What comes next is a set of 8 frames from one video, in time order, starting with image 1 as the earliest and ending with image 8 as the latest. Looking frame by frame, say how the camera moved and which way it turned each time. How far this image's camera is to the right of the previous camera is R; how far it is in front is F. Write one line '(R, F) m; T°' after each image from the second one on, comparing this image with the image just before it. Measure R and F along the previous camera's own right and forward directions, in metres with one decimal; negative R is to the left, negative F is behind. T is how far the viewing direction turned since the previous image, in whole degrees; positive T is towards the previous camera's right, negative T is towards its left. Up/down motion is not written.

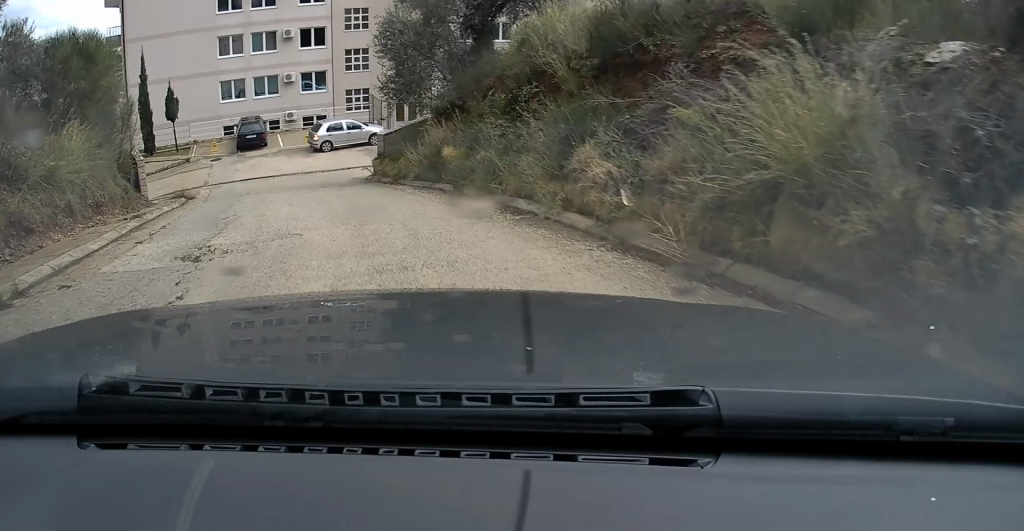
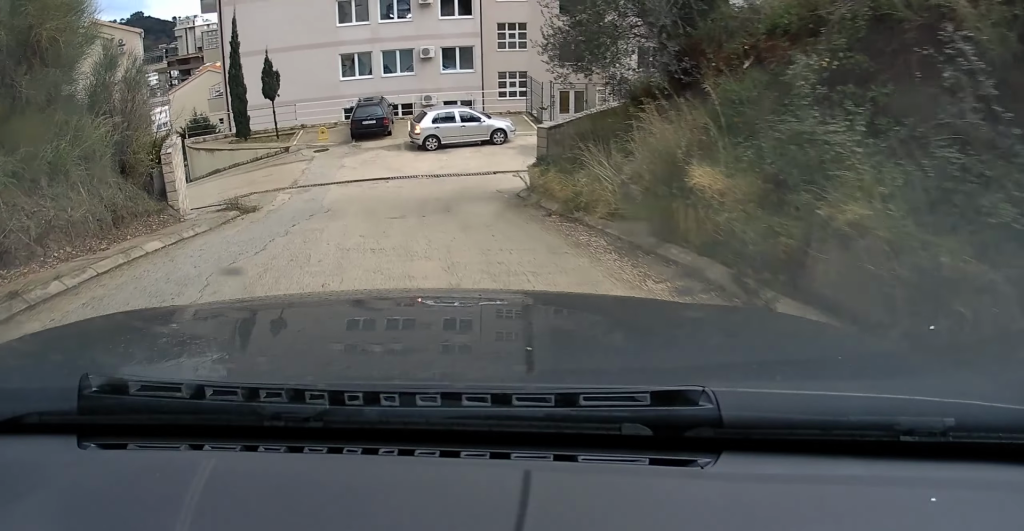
(-1.2, +8.0) m; -15°
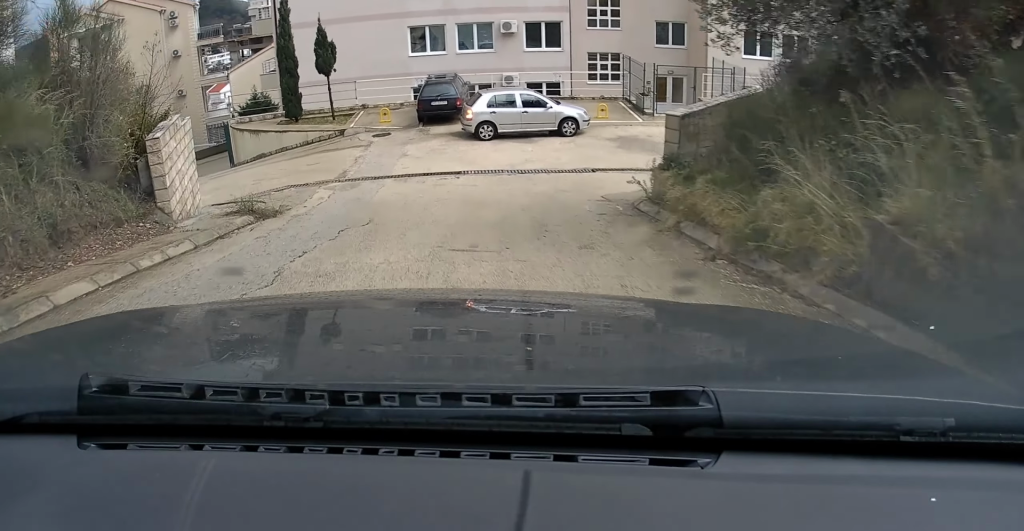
(-0.1, +4.2) m; -5°
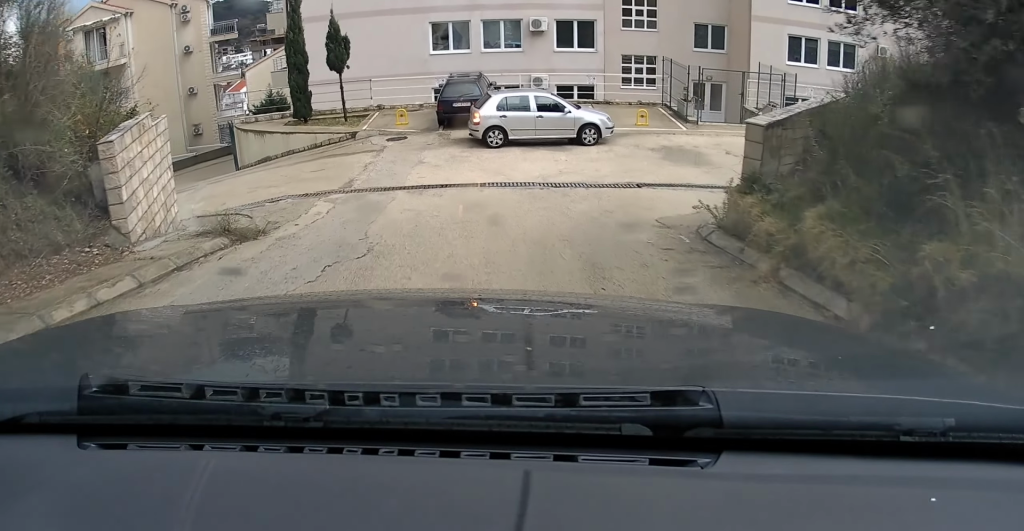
(-0.1, +2.3) m; -1°
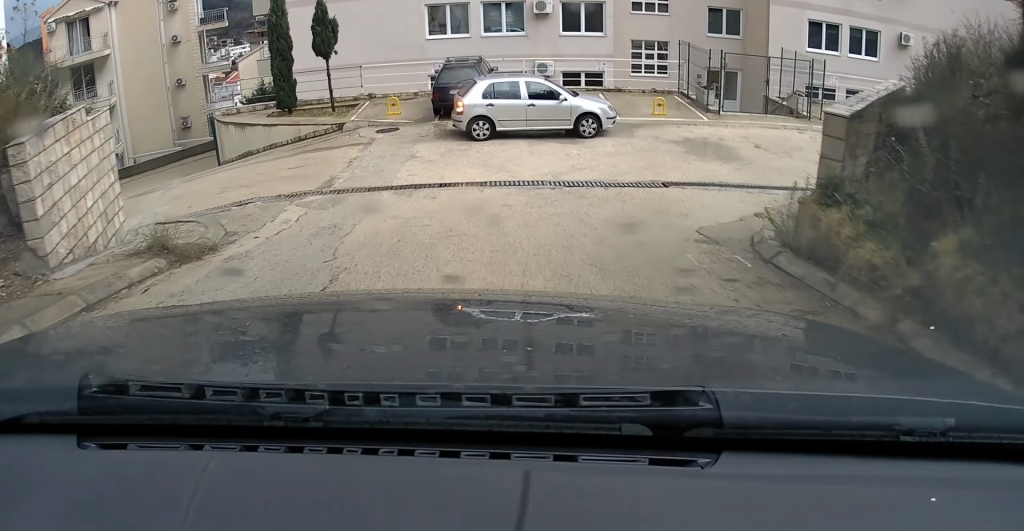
(-0.1, +2.1) m; -1°
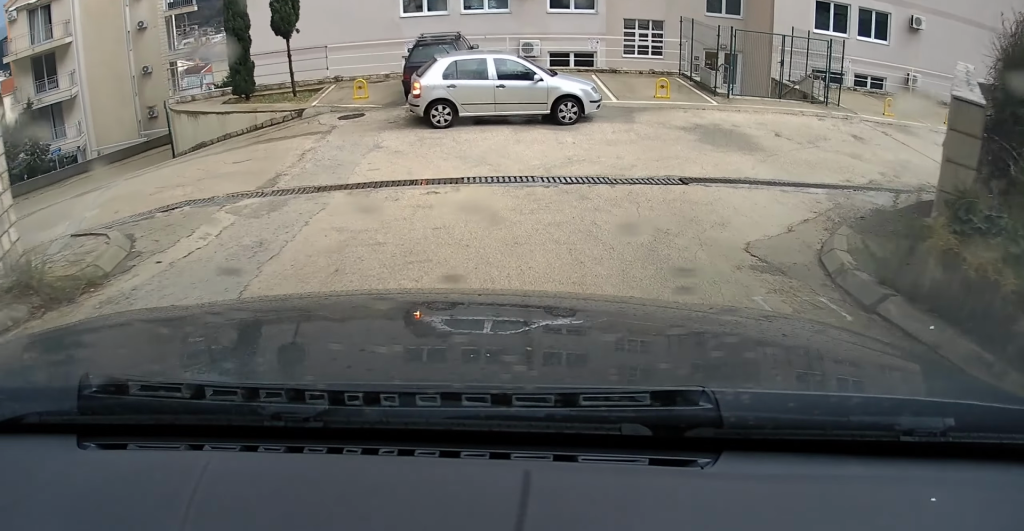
(0.0, +2.2) m; +3°
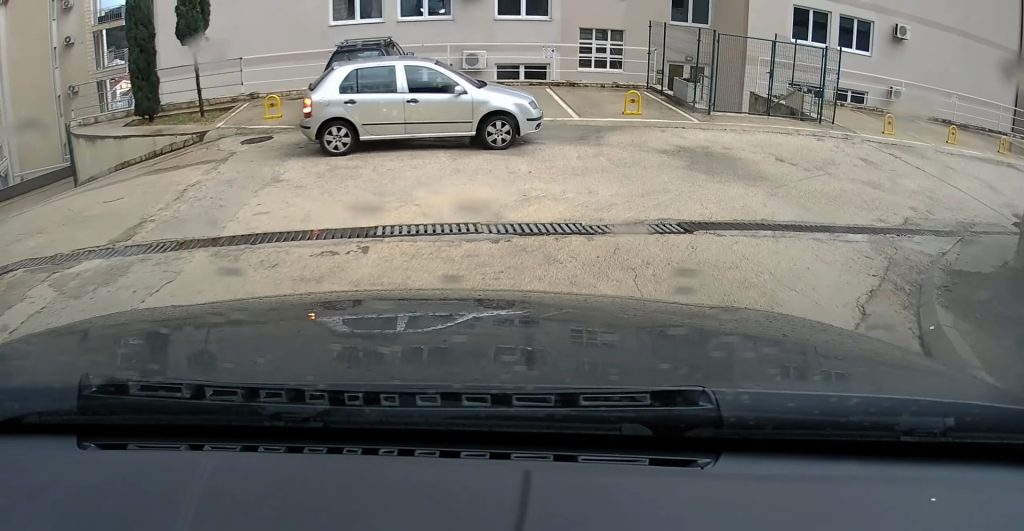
(+0.1, +2.9) m; +4°
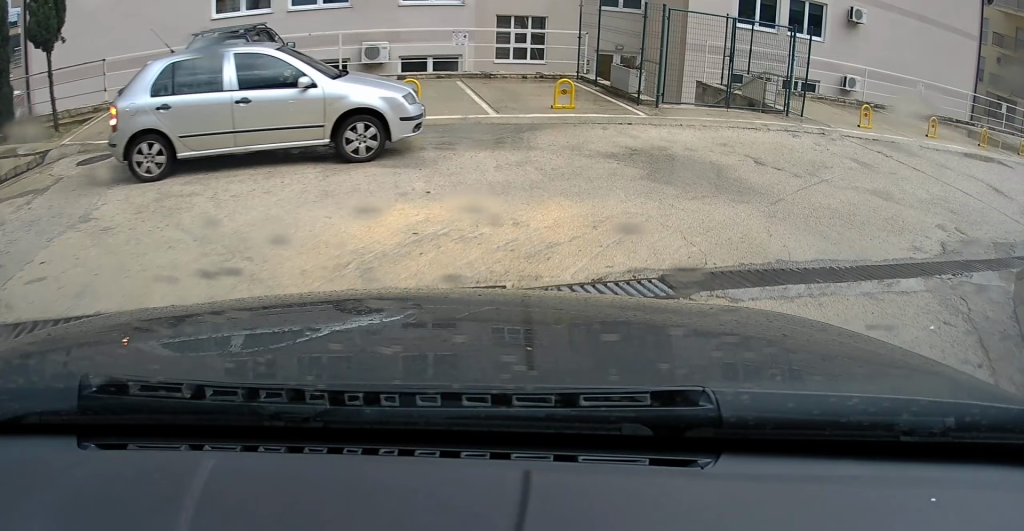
(+0.2, +2.9) m; +8°
